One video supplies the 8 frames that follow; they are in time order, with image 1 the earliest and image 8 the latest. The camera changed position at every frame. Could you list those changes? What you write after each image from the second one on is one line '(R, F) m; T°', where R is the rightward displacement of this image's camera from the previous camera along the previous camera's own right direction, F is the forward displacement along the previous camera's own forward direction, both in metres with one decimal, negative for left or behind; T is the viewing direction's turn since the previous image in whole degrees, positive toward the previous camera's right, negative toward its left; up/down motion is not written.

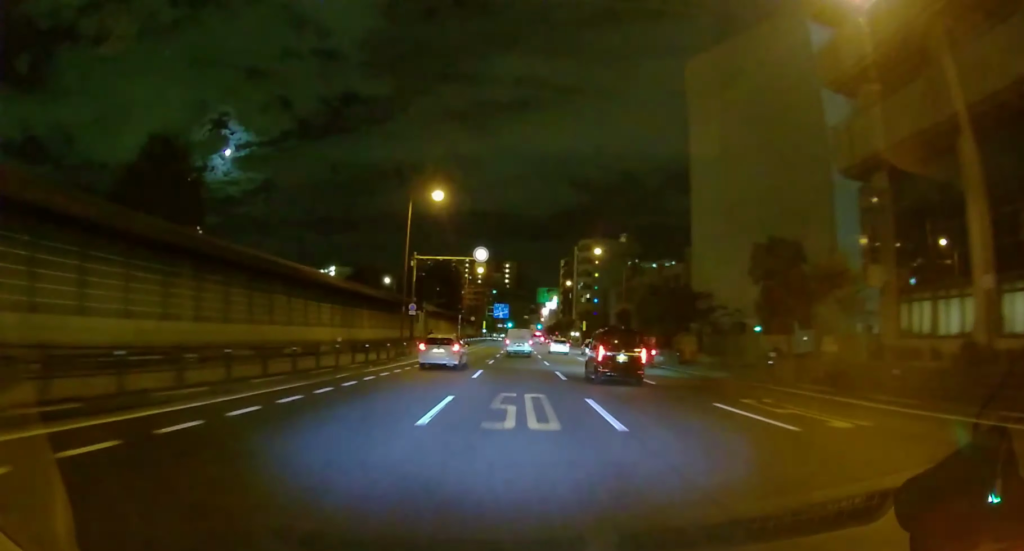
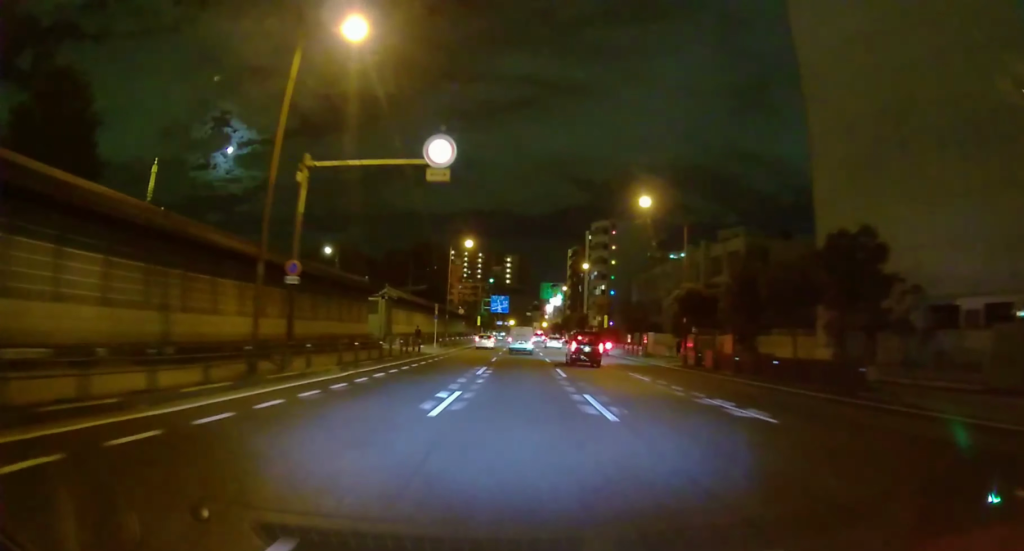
(+0.3, +19.4) m; +2°
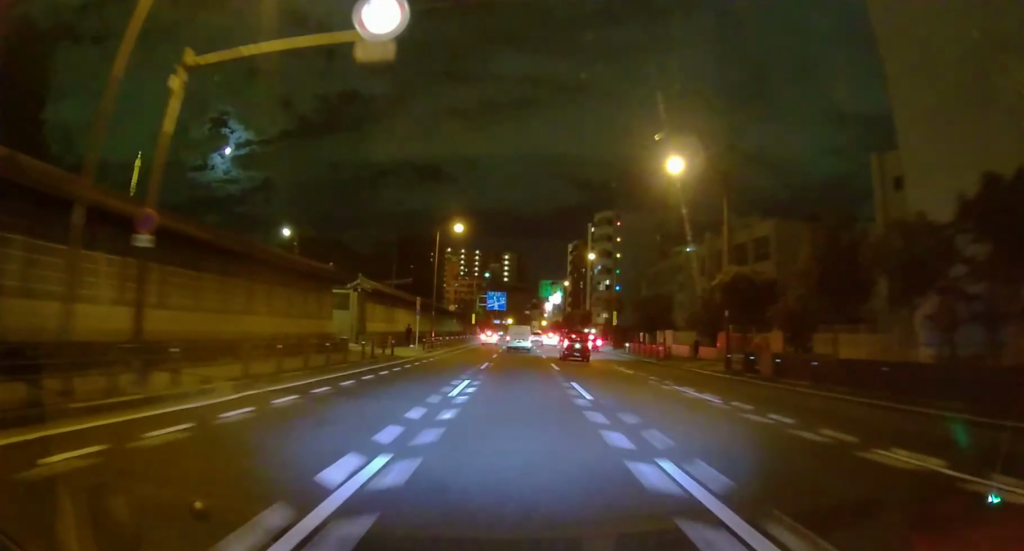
(+0.1, +7.1) m; -1°
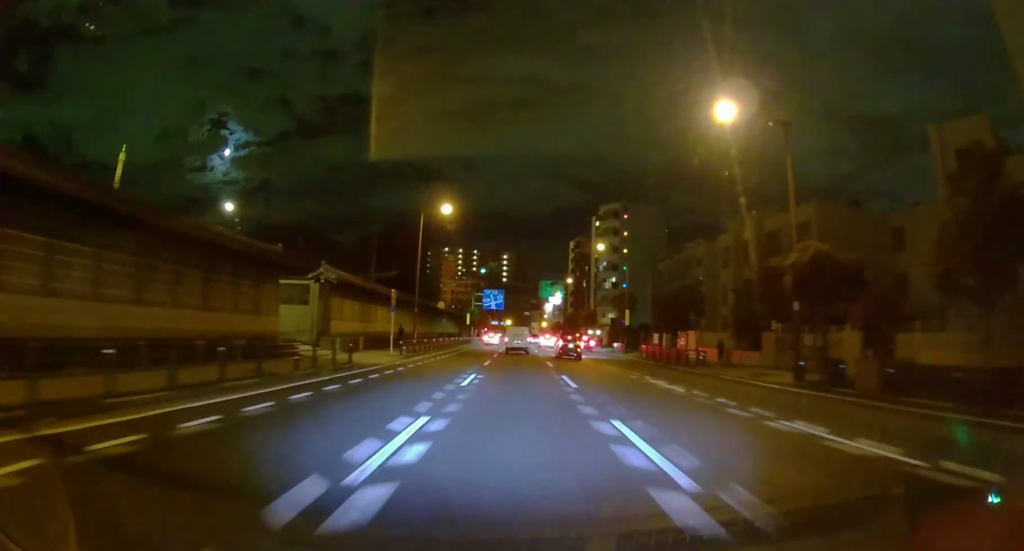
(-0.2, +7.1) m; -2°
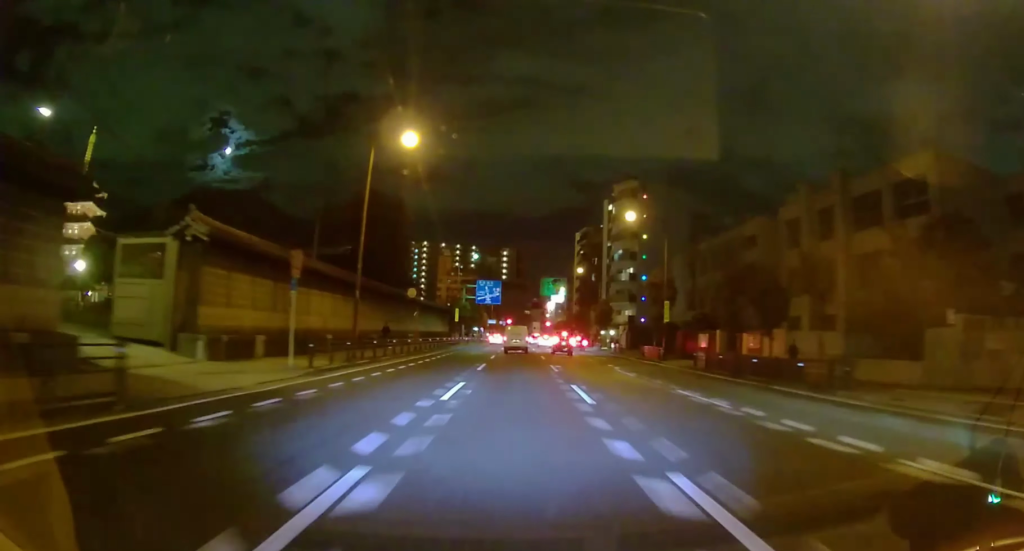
(-0.3, +13.3) m; 0°
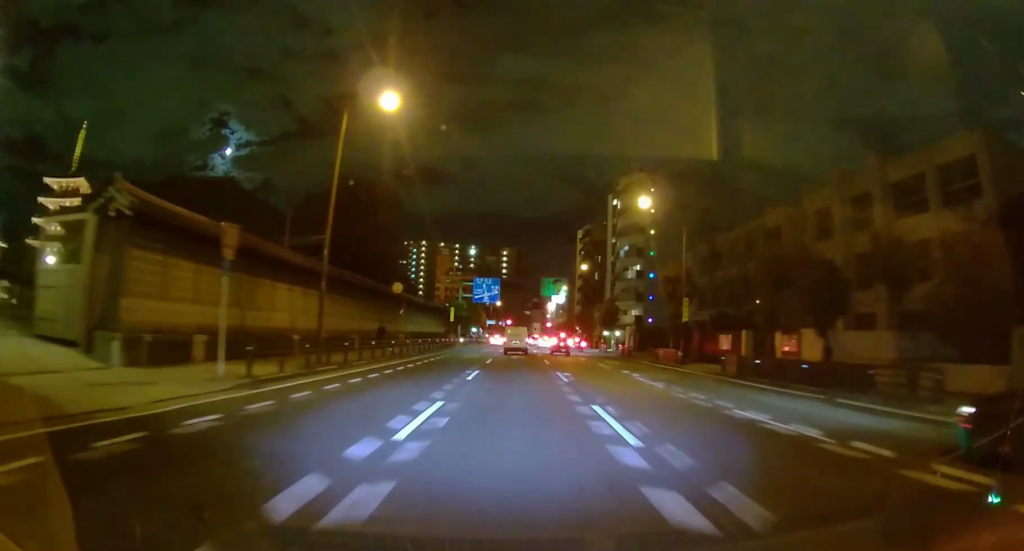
(0.0, +4.2) m; +1°
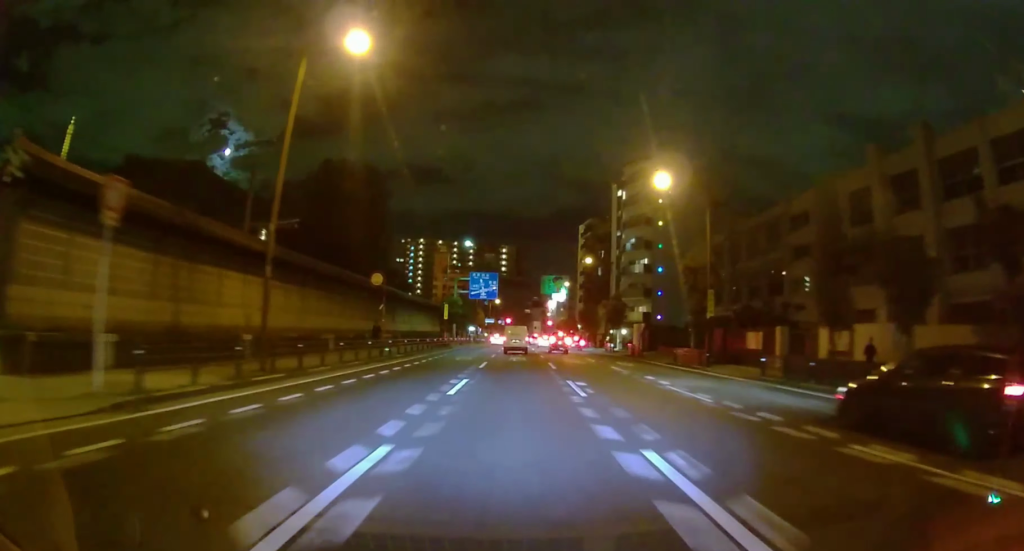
(+0.1, +4.8) m; +2°
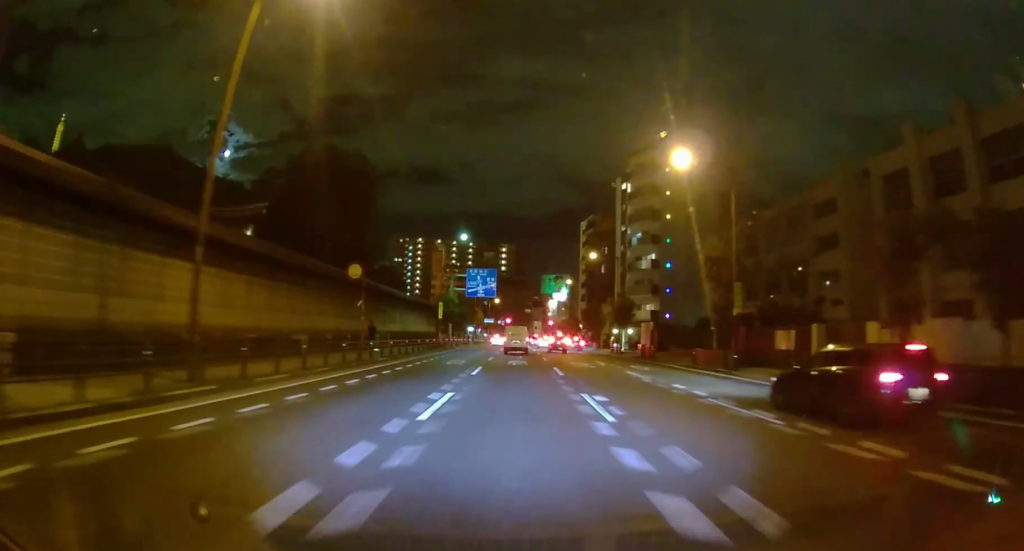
(0.0, +3.7) m; +1°
